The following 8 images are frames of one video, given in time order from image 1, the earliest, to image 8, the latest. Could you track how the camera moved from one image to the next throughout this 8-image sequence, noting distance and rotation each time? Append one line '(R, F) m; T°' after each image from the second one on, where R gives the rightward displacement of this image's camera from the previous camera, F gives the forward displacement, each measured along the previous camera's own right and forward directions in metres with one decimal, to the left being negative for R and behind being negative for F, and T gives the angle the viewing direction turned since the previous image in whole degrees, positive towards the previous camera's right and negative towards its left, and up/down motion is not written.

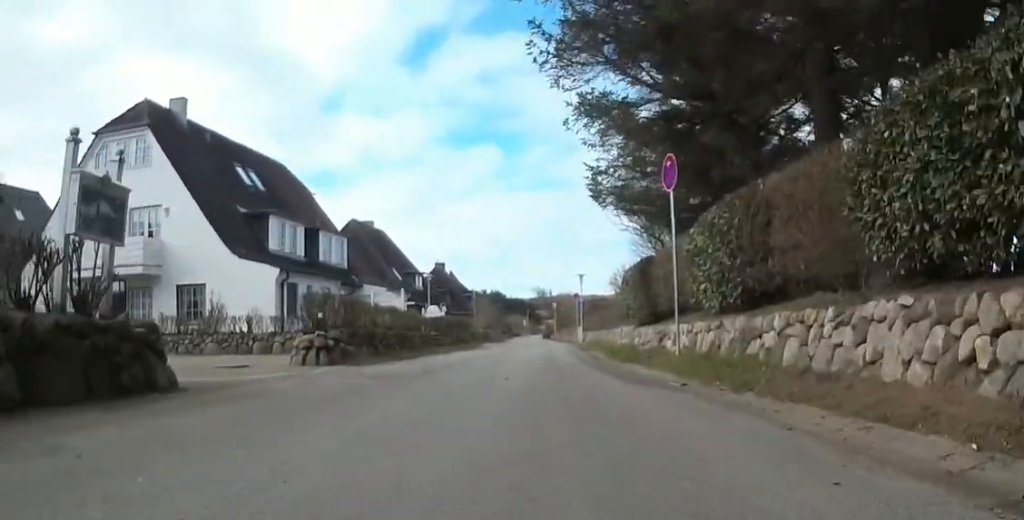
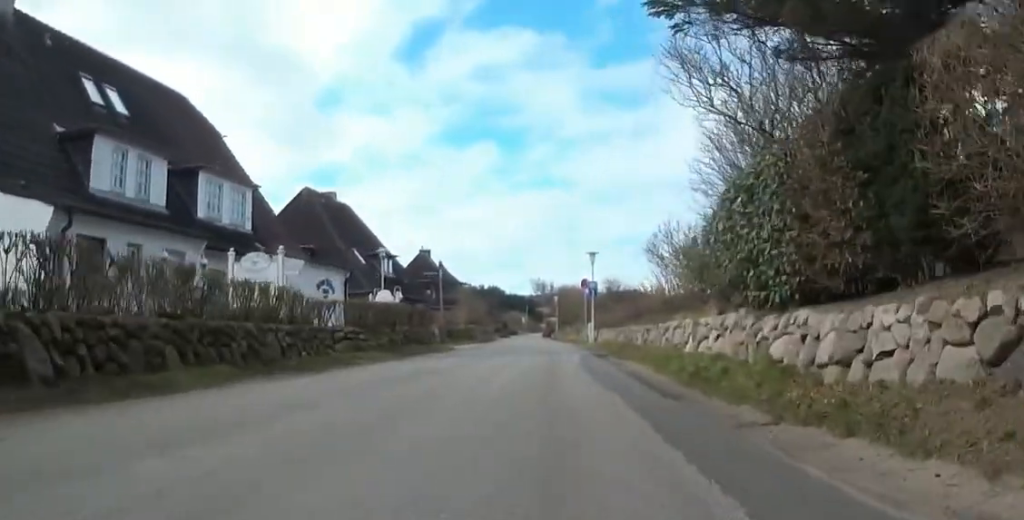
(+0.1, +12.8) m; -9°
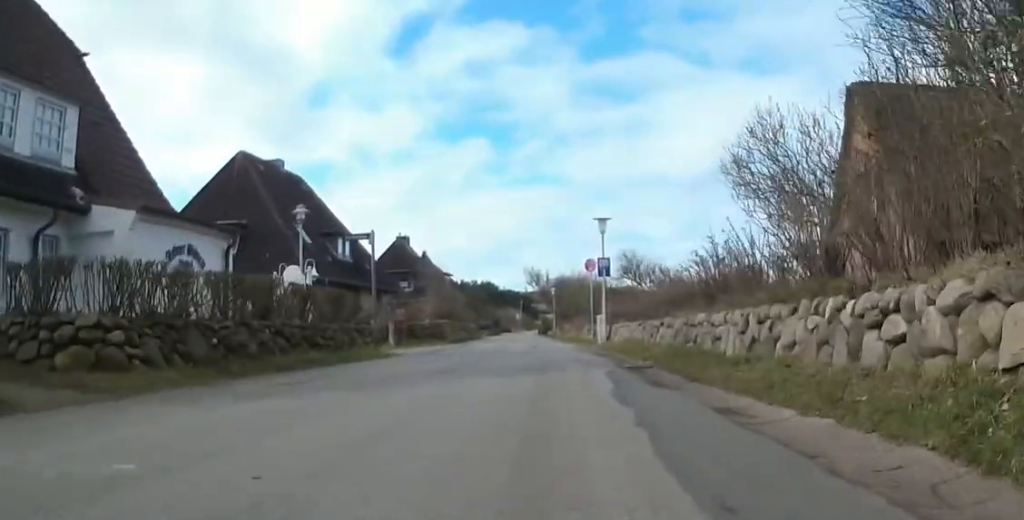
(-1.4, +9.9) m; 0°
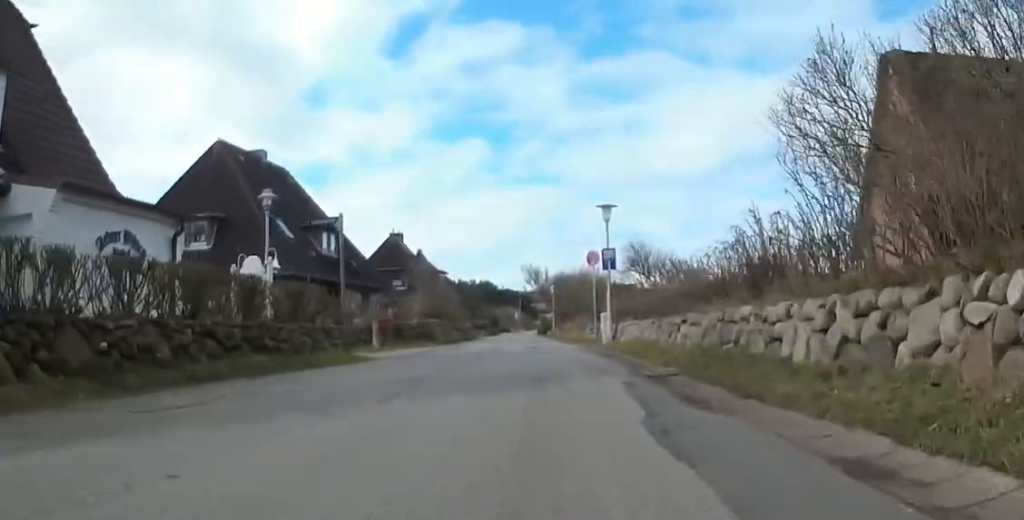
(+0.4, +2.6) m; +6°
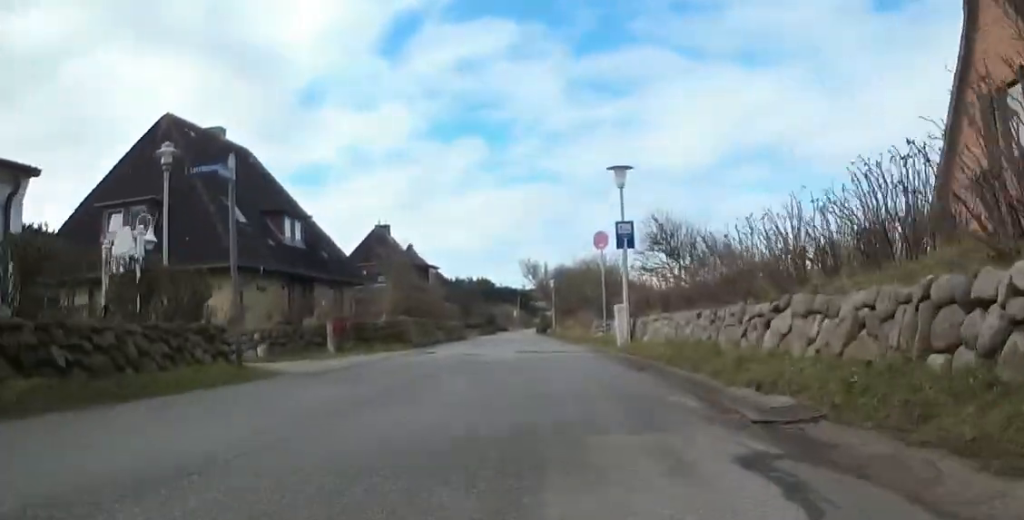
(+0.3, +5.6) m; +3°
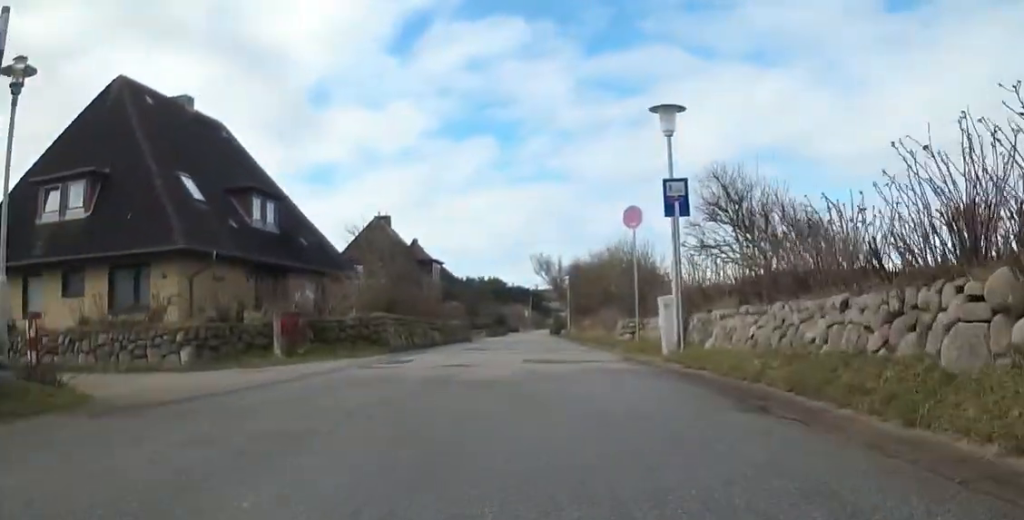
(-0.1, +5.4) m; -7°
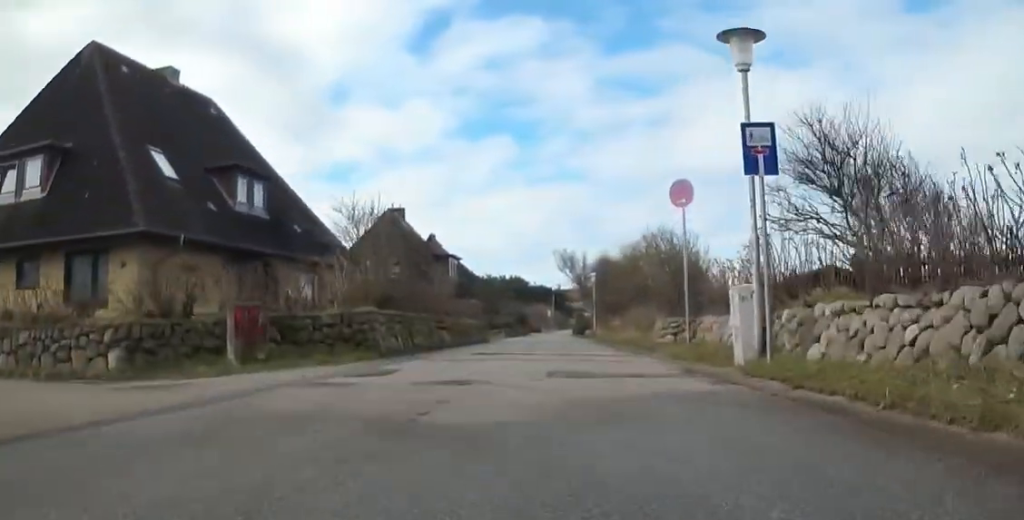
(0.0, +3.7) m; -5°
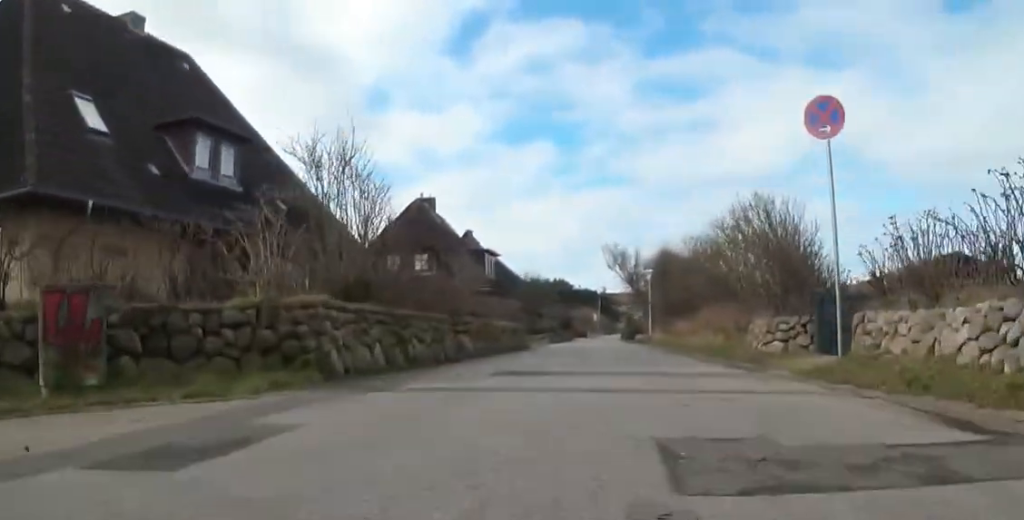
(-0.8, +6.2) m; +2°
